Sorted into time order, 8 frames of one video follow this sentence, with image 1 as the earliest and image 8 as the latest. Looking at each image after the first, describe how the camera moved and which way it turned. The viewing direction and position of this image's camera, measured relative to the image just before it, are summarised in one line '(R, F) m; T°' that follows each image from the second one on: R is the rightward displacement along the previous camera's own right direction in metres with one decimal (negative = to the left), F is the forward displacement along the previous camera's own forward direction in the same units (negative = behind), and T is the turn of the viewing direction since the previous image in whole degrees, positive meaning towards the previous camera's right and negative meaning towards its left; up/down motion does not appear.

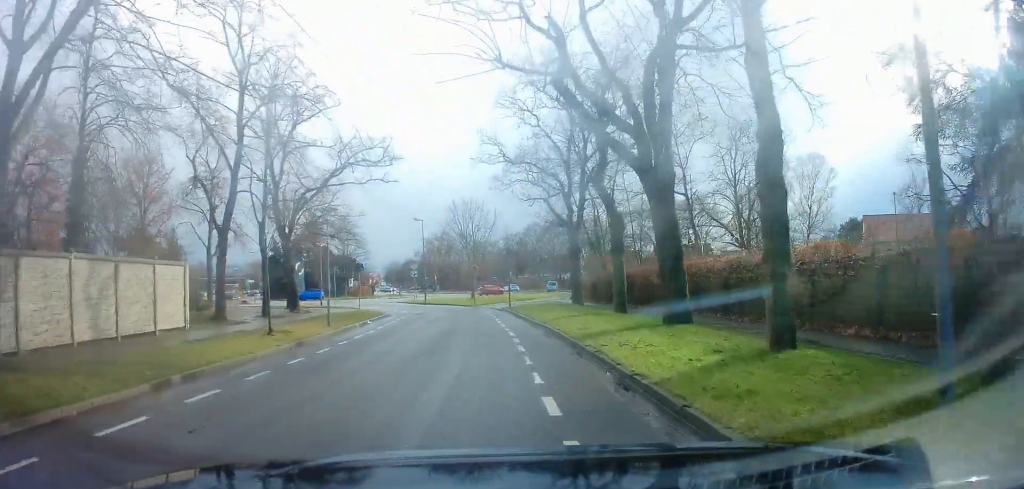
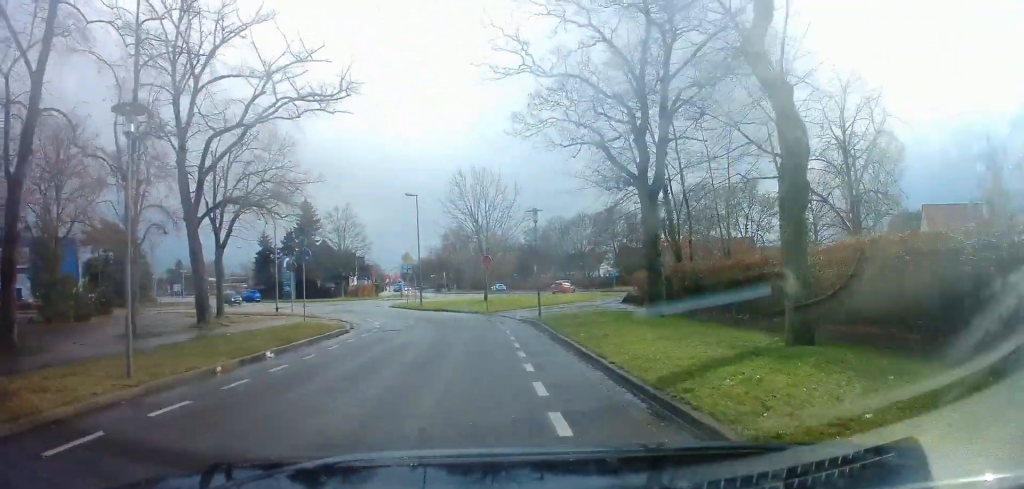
(-0.5, +13.0) m; -3°
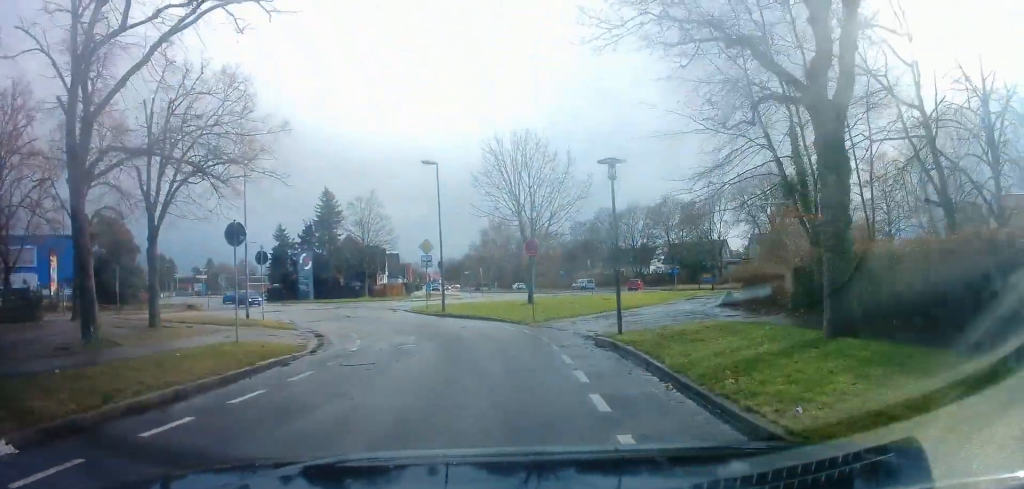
(0.0, +9.2) m; 0°
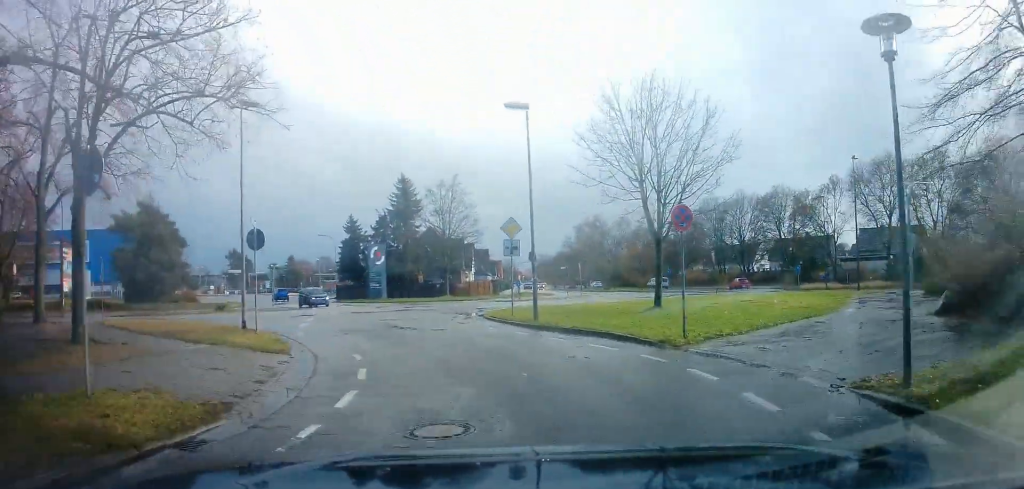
(0.0, +8.8) m; -2°
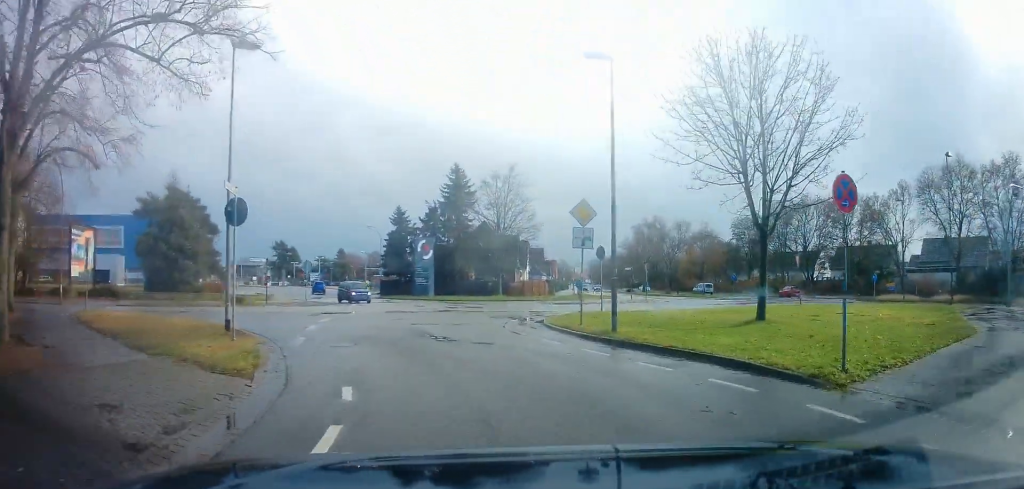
(+0.1, +4.5) m; -7°
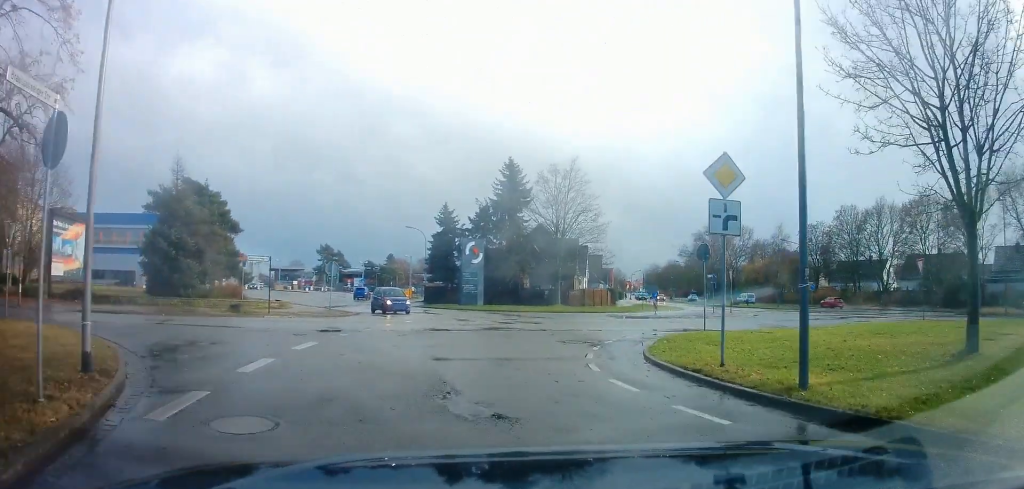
(-1.0, +6.5) m; -11°
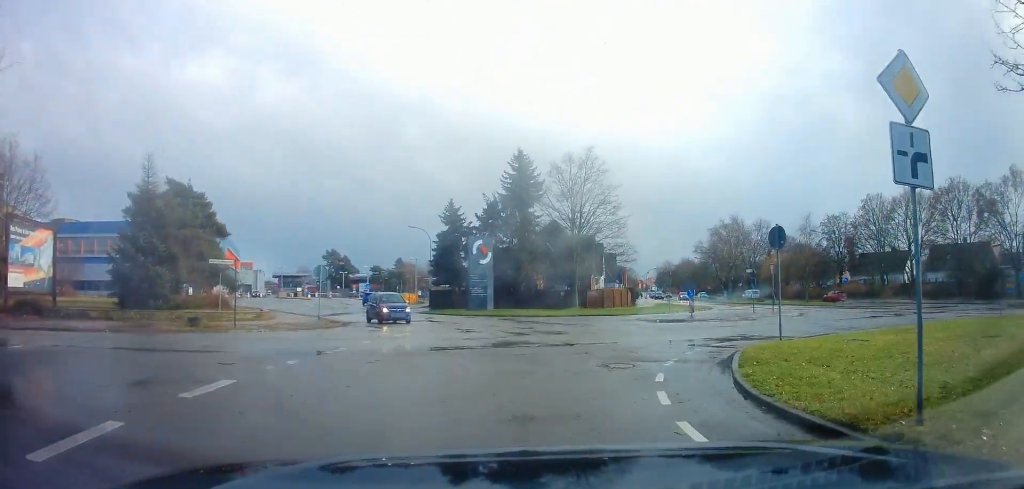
(-0.5, +4.5) m; -3°
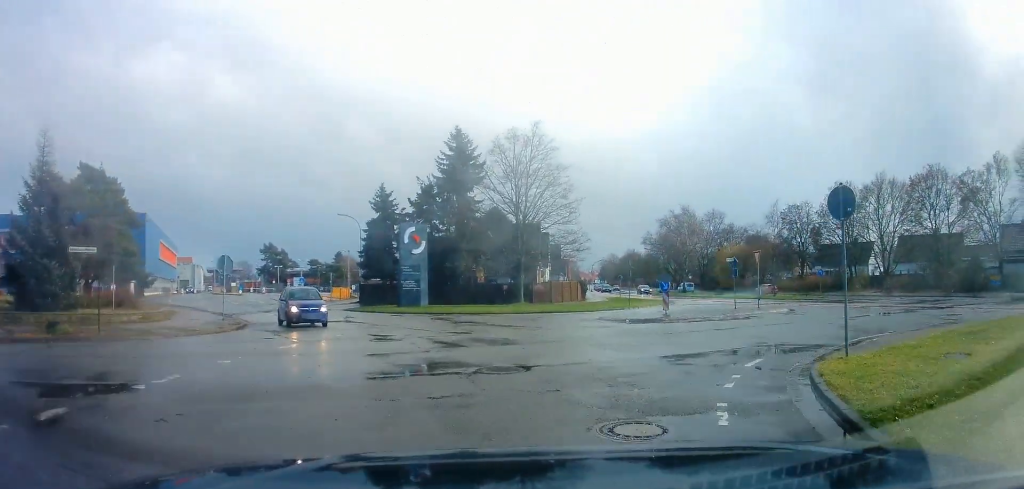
(+0.1, +5.1) m; +6°
